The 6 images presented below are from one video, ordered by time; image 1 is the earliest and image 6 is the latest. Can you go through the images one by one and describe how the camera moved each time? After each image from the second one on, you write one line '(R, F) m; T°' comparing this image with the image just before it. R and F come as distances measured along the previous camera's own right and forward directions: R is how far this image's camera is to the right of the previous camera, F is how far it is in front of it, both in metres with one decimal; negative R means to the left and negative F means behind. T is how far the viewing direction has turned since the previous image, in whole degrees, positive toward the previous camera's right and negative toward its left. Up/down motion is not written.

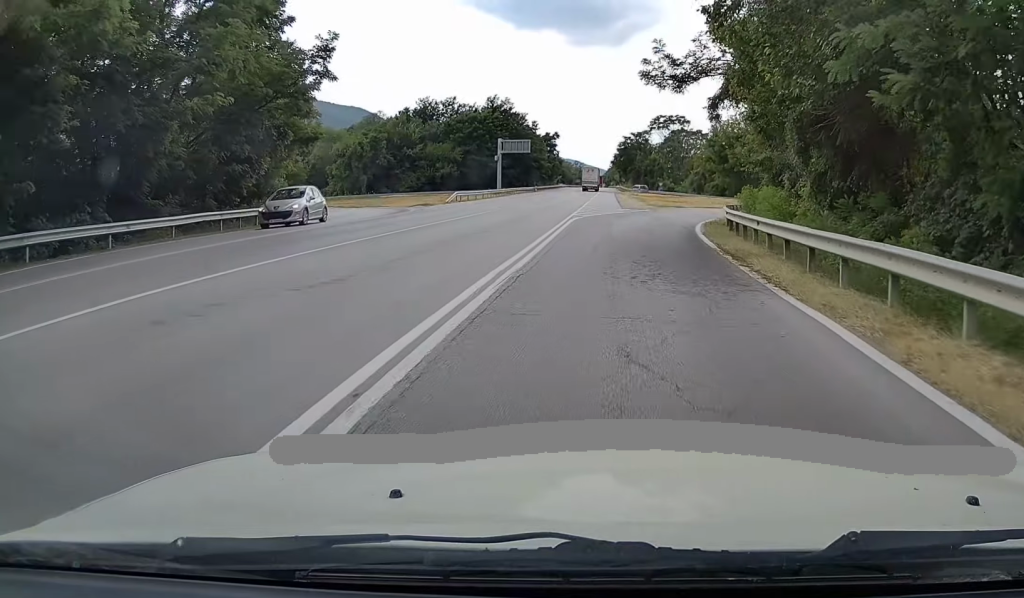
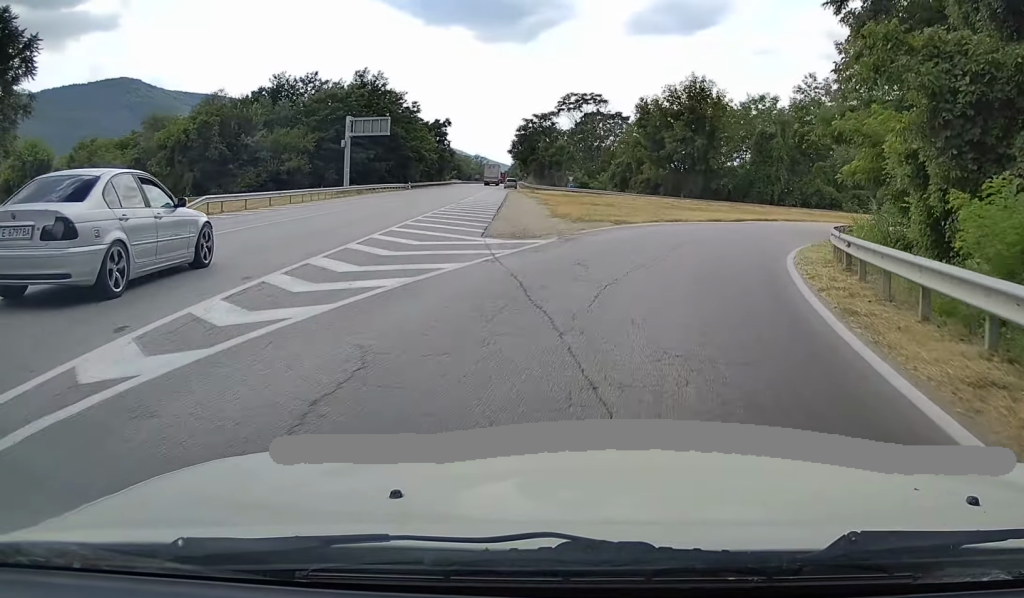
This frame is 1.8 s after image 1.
(+2.2, +28.2) m; +12°
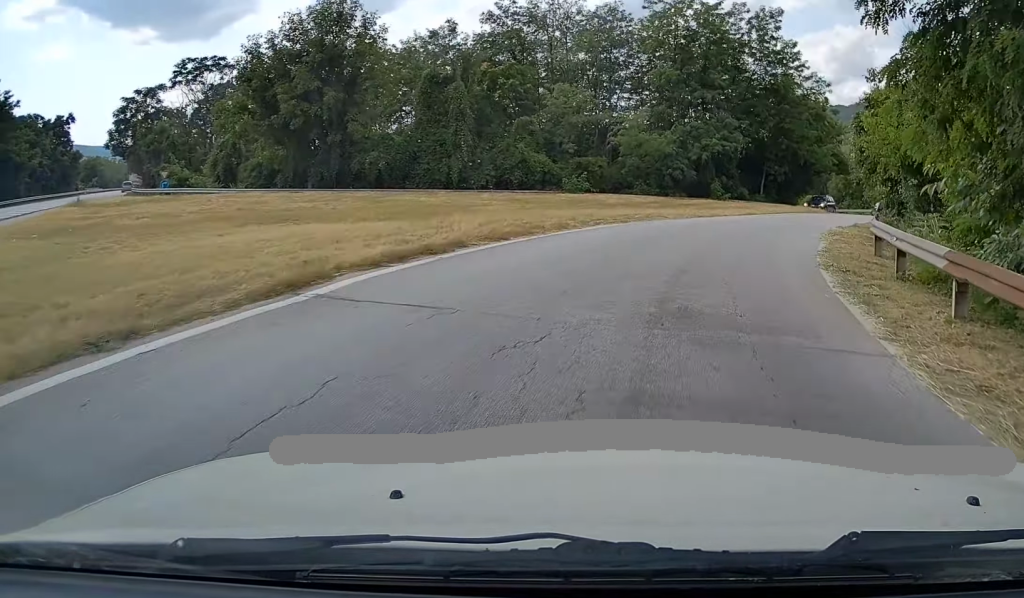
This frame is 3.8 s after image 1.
(+5.8, +27.3) m; +26°
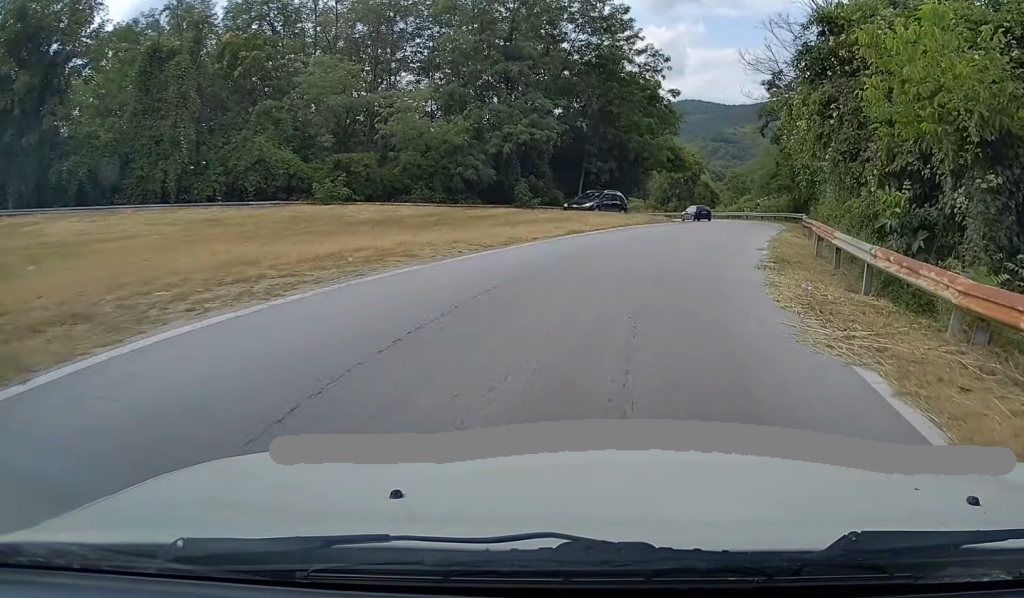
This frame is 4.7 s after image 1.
(+1.5, +12.7) m; +11°
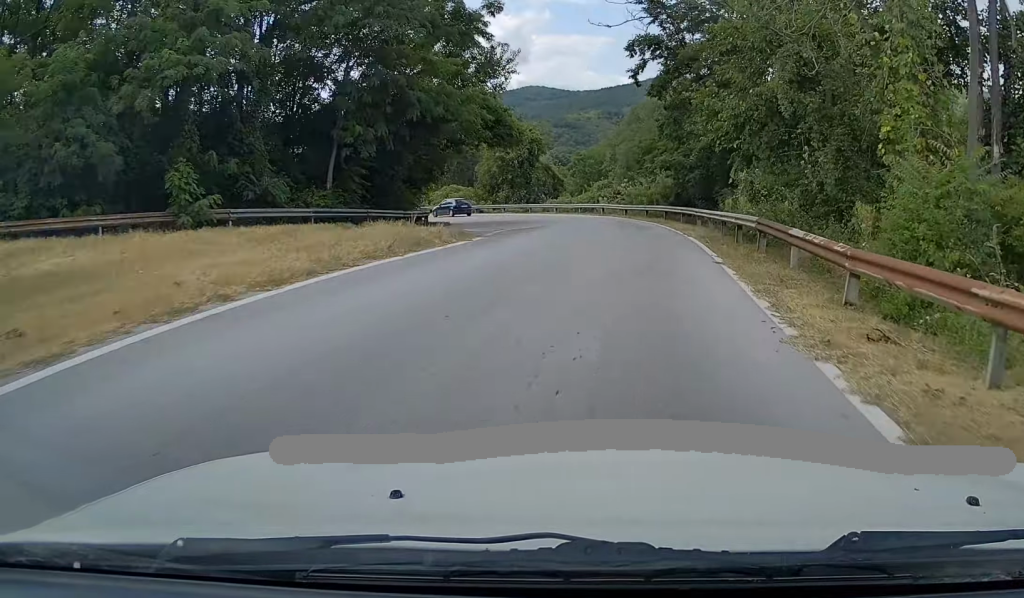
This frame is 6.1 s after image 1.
(+1.7, +20.4) m; +5°
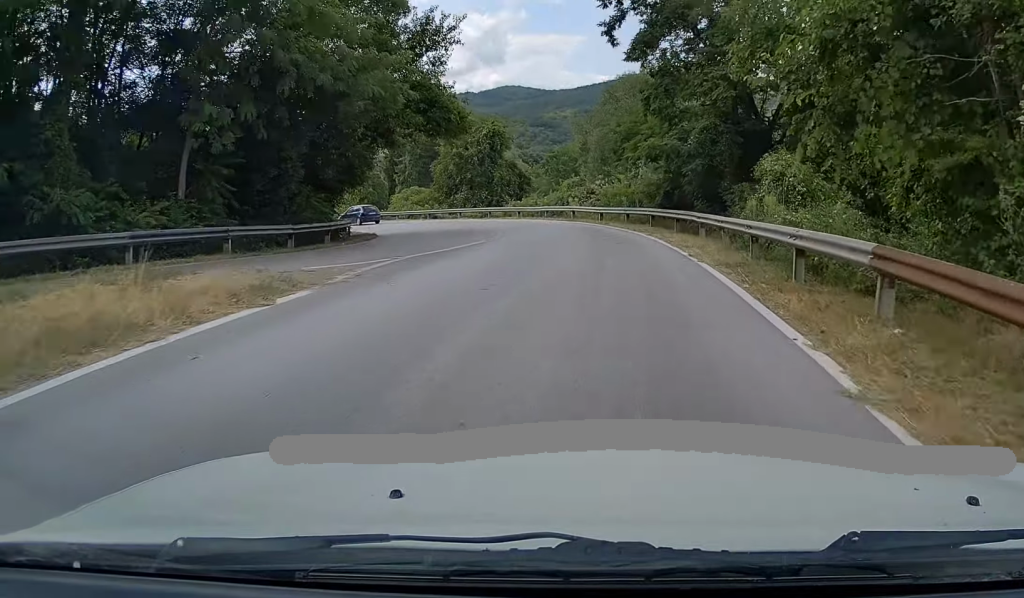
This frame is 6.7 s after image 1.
(0.0, +9.0) m; -2°
